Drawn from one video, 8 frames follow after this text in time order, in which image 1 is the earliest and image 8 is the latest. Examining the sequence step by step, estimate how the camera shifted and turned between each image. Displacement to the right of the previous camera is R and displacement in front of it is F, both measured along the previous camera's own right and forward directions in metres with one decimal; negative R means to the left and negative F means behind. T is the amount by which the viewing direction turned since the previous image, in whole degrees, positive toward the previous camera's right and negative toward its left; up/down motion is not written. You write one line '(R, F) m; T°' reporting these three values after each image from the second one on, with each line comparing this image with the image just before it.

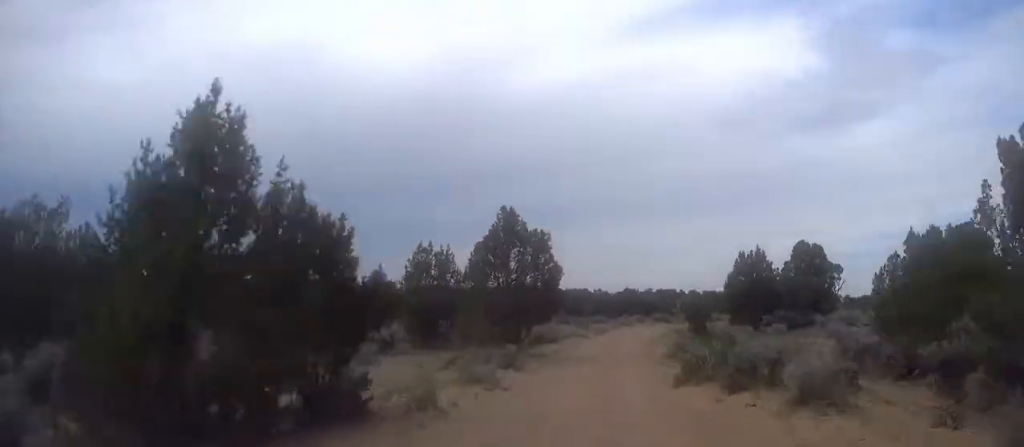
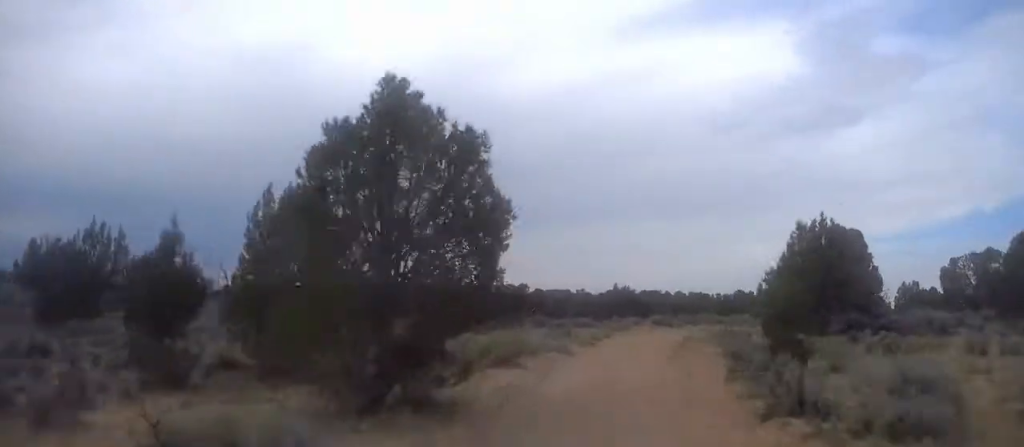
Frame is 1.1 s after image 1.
(+0.3, +12.5) m; +3°
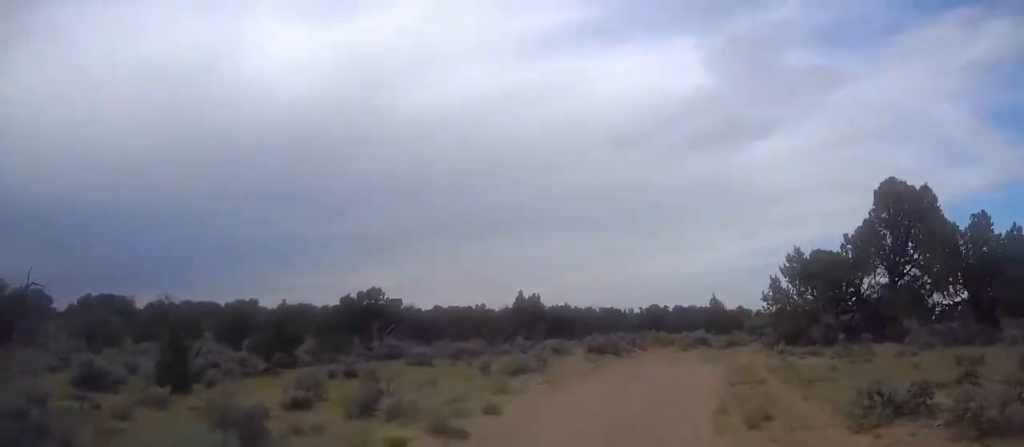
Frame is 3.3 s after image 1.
(+1.3, +21.6) m; +5°
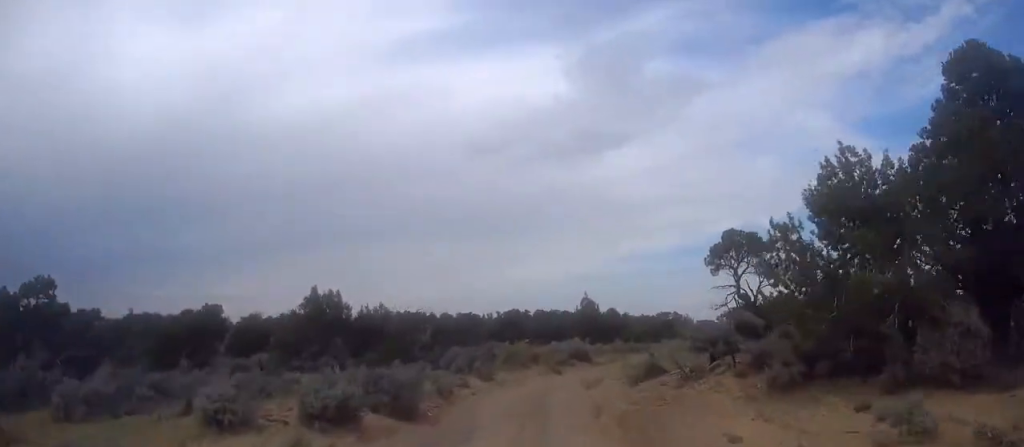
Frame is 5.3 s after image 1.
(+0.6, +18.4) m; +6°
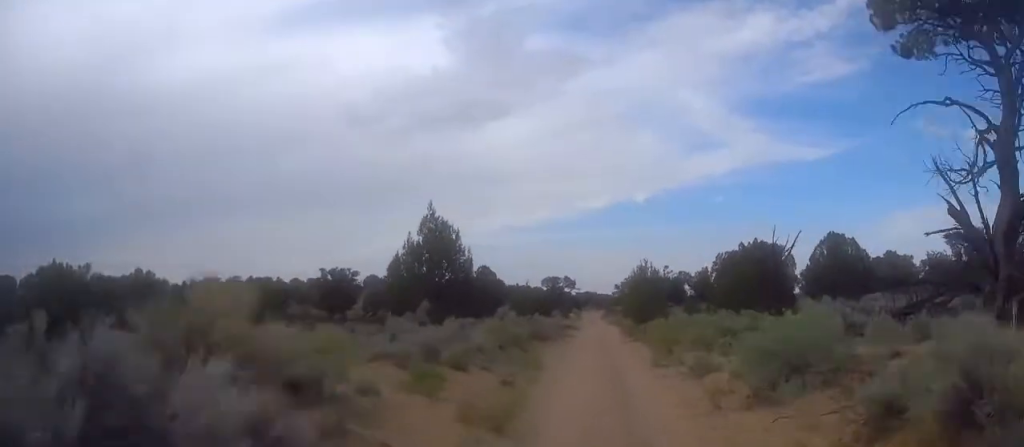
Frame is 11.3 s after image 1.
(+6.8, +45.4) m; +15°
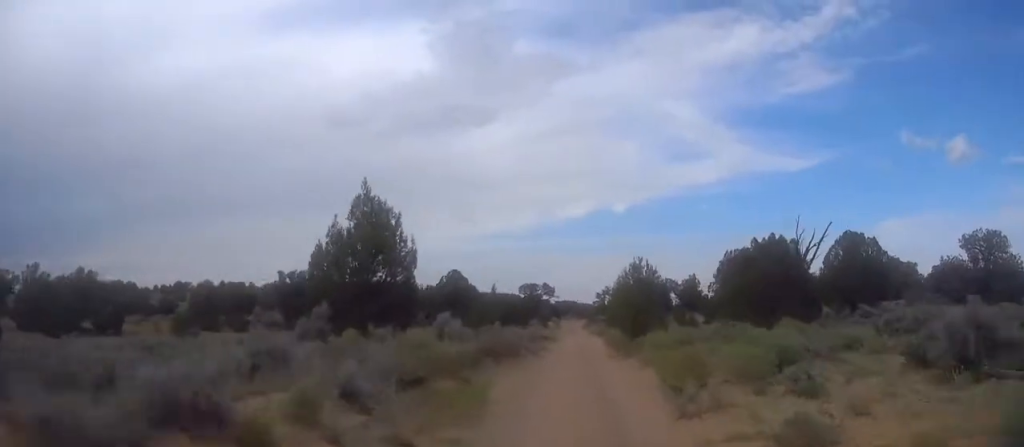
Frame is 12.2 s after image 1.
(+0.3, +7.1) m; +2°
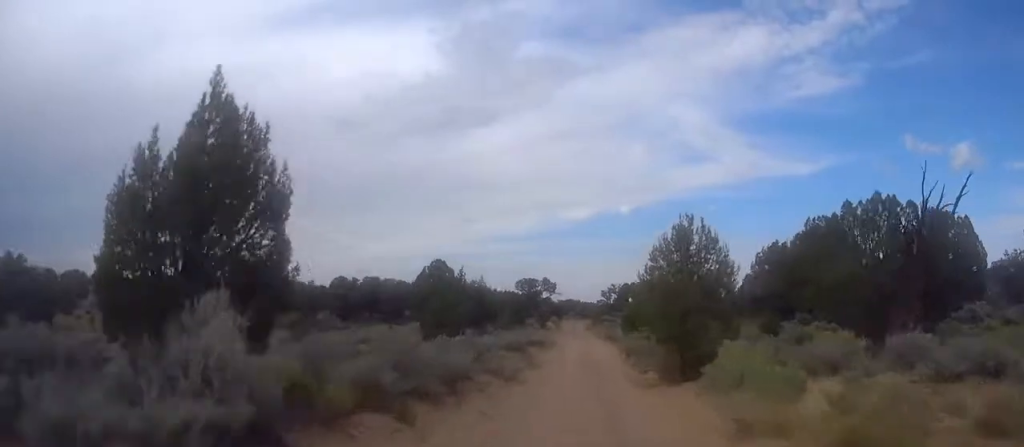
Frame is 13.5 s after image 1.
(+0.1, +11.1) m; 0°
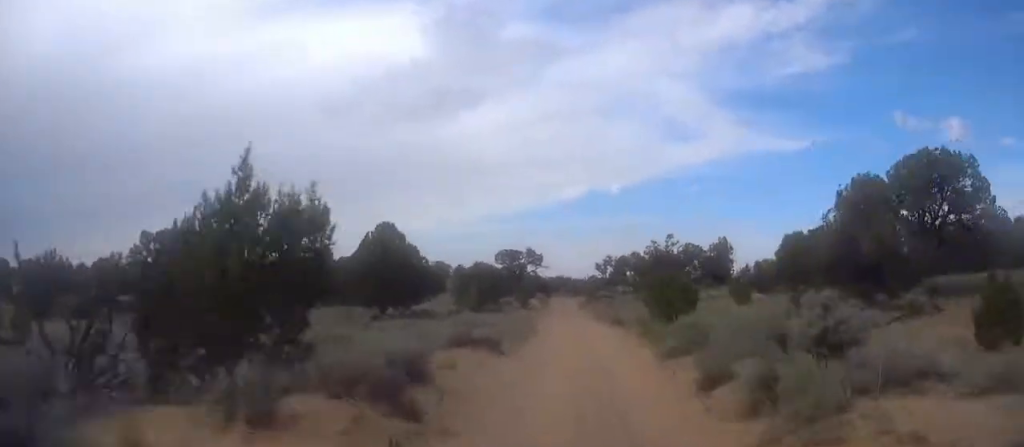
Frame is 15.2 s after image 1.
(-0.2, +16.2) m; -1°
